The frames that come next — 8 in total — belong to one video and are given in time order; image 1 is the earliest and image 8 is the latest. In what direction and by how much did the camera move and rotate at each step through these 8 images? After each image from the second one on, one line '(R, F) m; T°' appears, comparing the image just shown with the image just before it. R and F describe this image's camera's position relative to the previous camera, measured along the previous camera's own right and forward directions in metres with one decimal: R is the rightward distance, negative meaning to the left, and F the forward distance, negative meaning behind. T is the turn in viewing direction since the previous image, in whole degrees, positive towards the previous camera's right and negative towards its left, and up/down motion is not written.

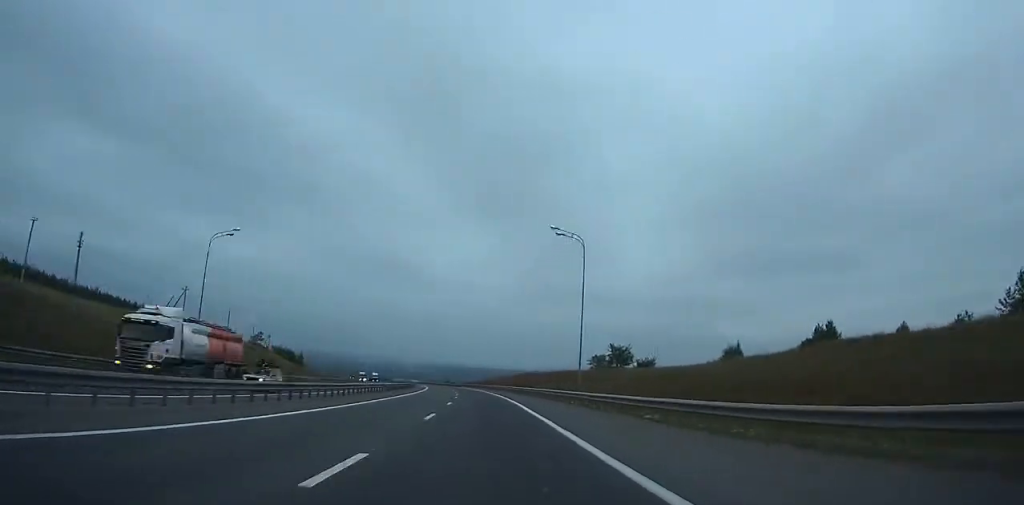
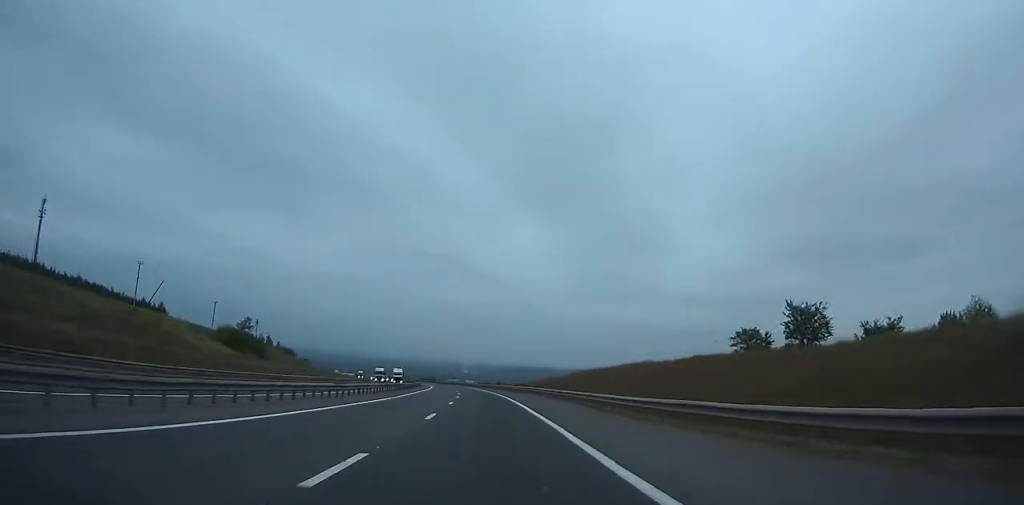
(-2.4, +73.0) m; -5°
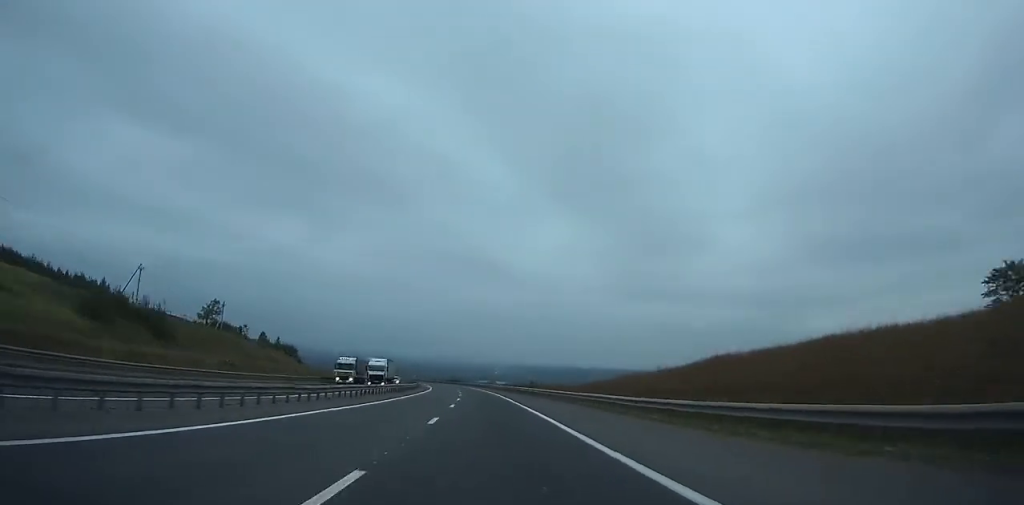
(-2.3, +51.4) m; -3°
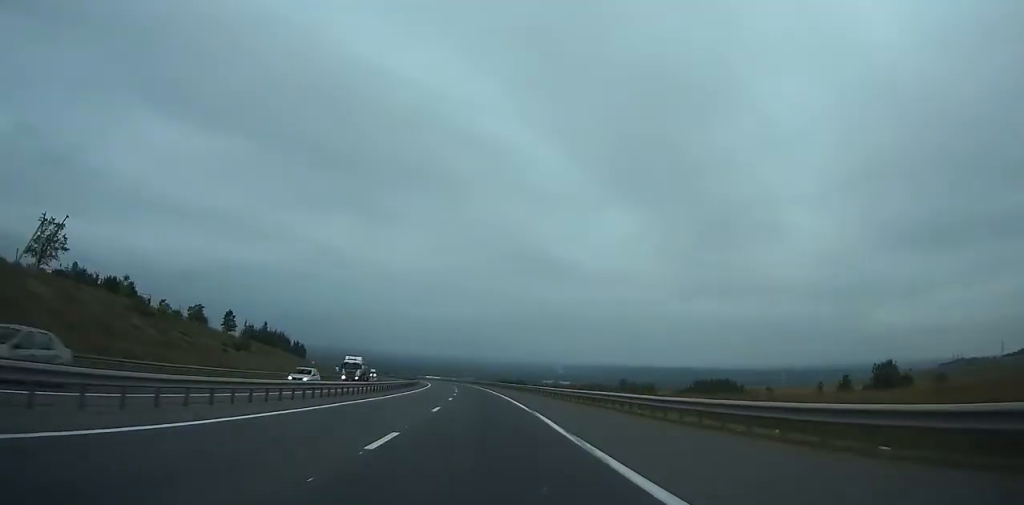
(-3.3, +91.3) m; -6°
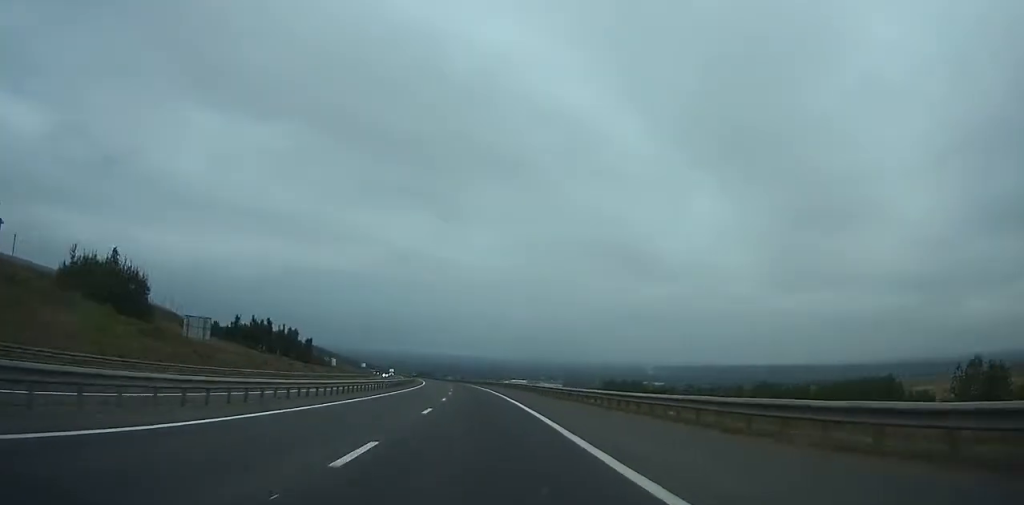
(-11.7, +133.4) m; -9°
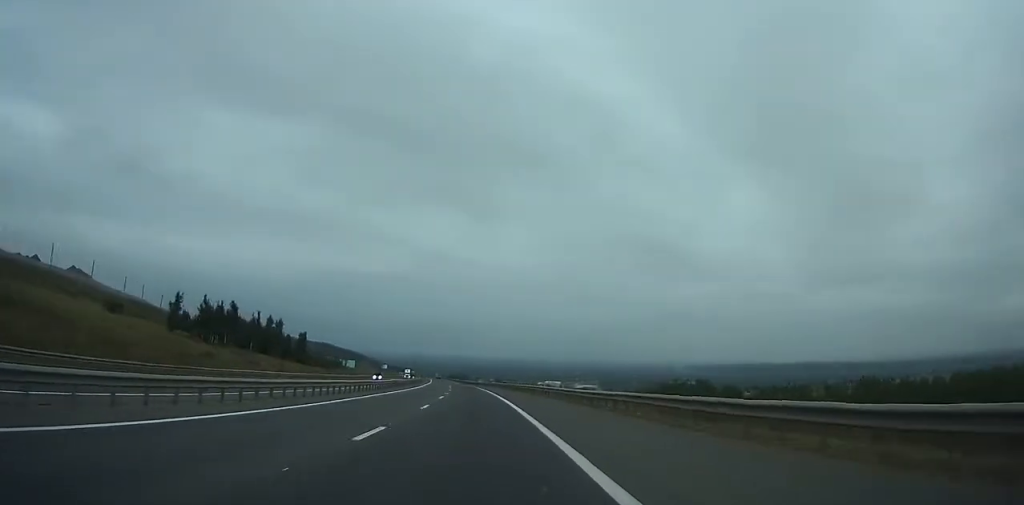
(-0.7, +44.3) m; -2°
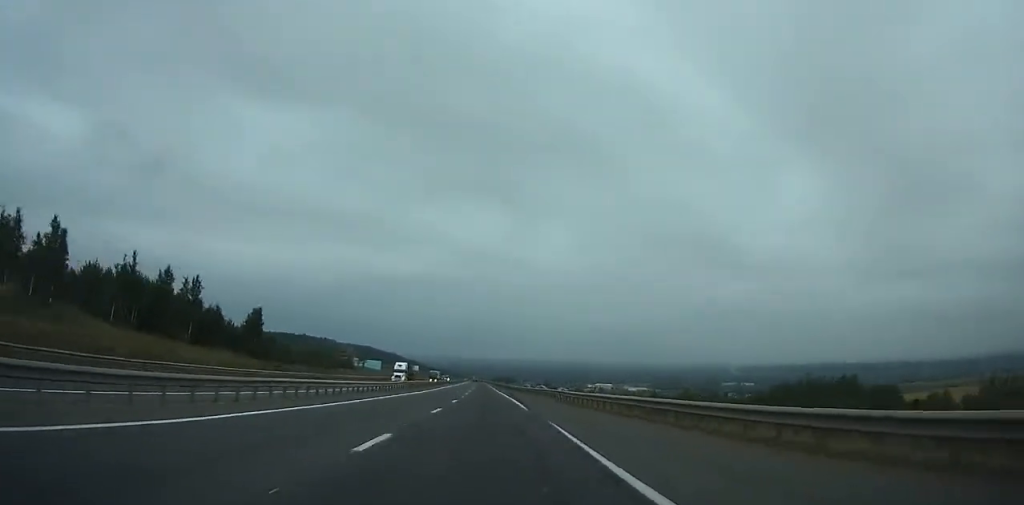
(-2.7, +72.6) m; -2°
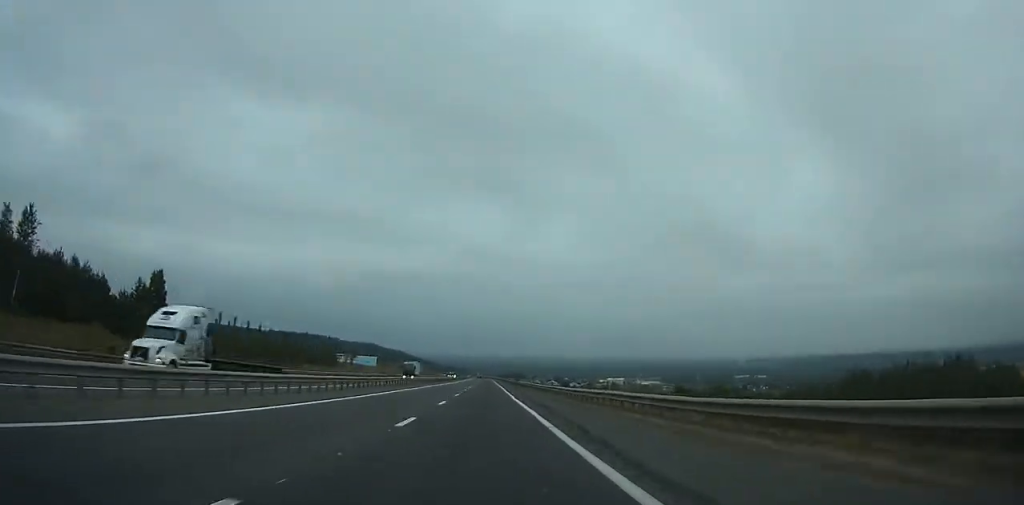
(+1.5, +44.0) m; -3°
